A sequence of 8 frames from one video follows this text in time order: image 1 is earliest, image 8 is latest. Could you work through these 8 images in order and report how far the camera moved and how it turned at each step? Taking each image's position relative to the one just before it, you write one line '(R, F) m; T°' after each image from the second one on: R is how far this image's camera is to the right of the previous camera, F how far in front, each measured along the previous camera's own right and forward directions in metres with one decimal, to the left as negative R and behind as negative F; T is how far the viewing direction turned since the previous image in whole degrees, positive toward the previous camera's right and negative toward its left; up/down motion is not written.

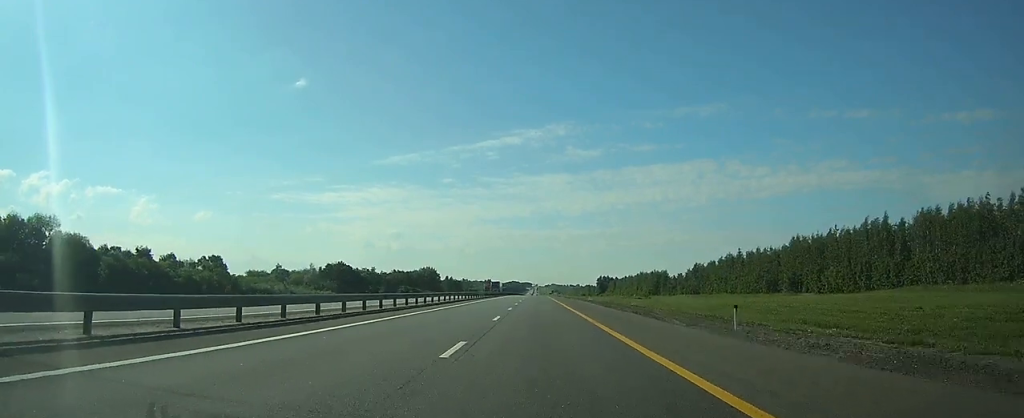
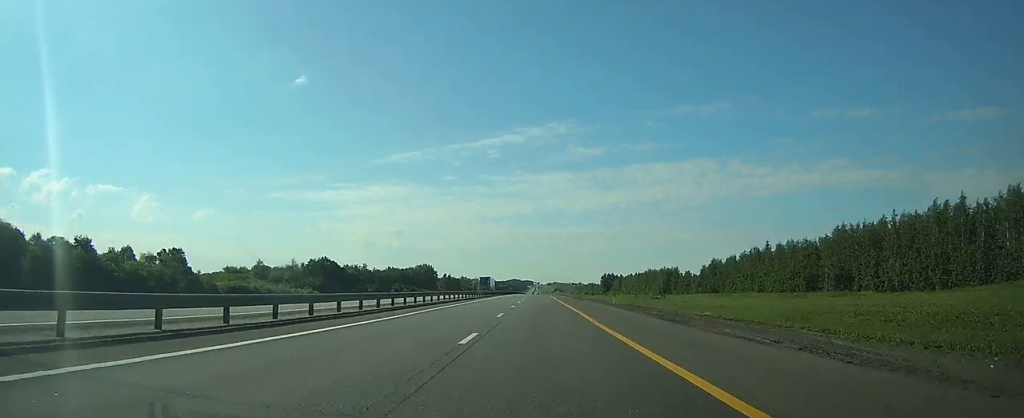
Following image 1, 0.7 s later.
(0.0, +19.4) m; 0°
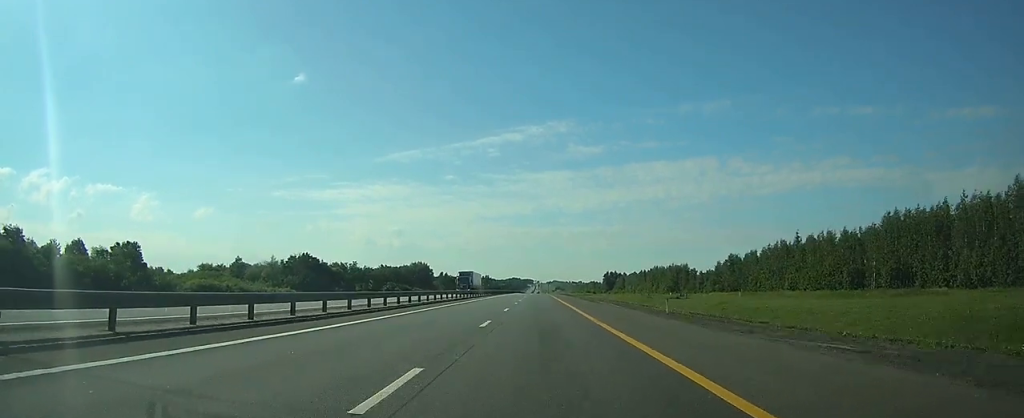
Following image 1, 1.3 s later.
(0.0, +18.6) m; 0°
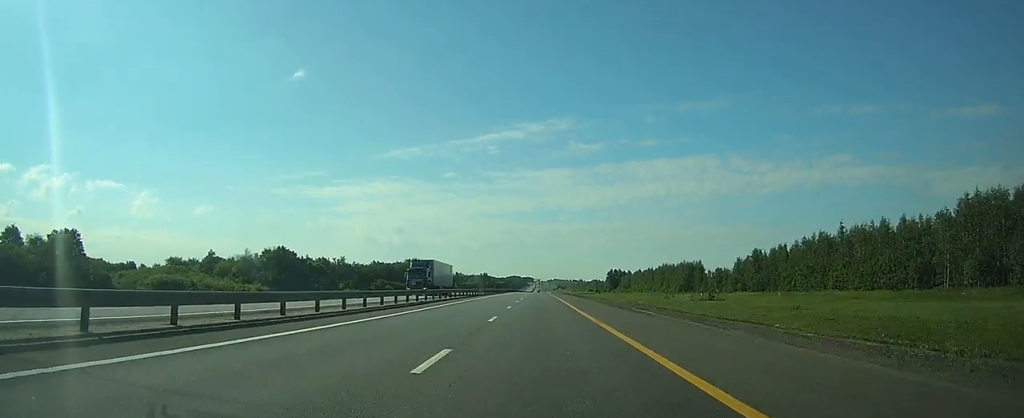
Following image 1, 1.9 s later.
(0.0, +23.5) m; 0°
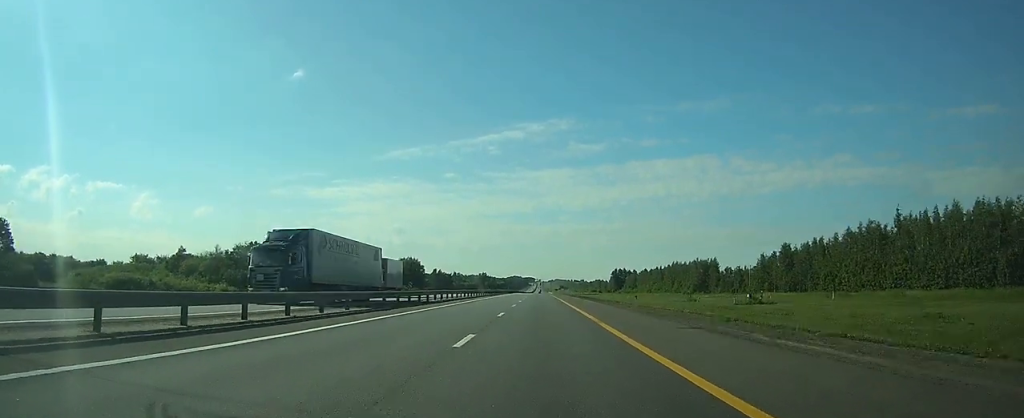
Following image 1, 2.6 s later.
(0.0, +23.5) m; 0°
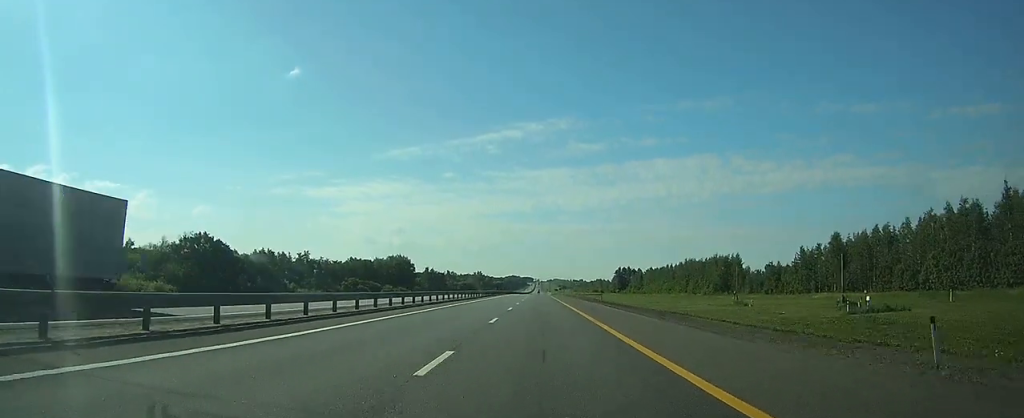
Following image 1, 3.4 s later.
(-0.1, +32.1) m; 0°
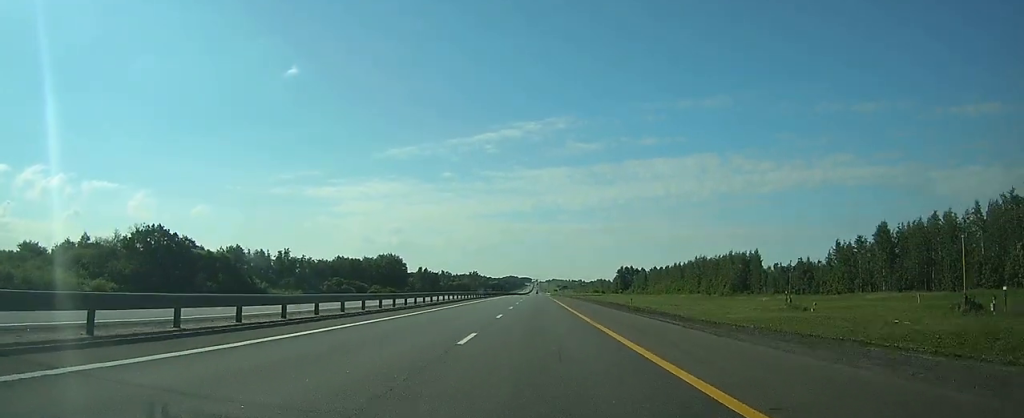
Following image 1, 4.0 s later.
(0.0, +21.3) m; 0°
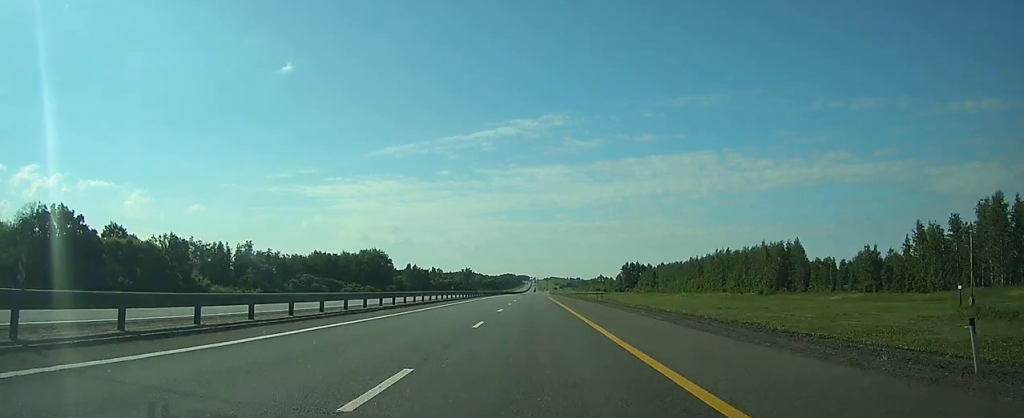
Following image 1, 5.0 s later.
(0.0, +33.6) m; 0°
